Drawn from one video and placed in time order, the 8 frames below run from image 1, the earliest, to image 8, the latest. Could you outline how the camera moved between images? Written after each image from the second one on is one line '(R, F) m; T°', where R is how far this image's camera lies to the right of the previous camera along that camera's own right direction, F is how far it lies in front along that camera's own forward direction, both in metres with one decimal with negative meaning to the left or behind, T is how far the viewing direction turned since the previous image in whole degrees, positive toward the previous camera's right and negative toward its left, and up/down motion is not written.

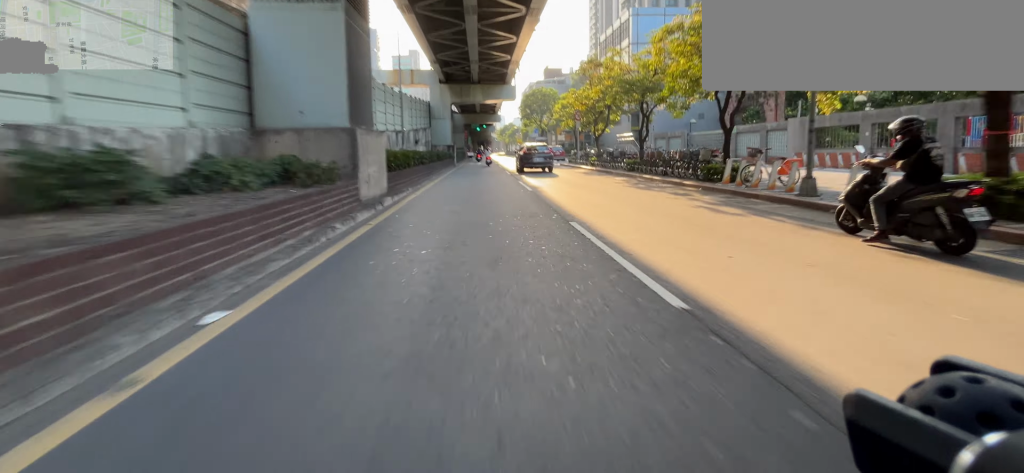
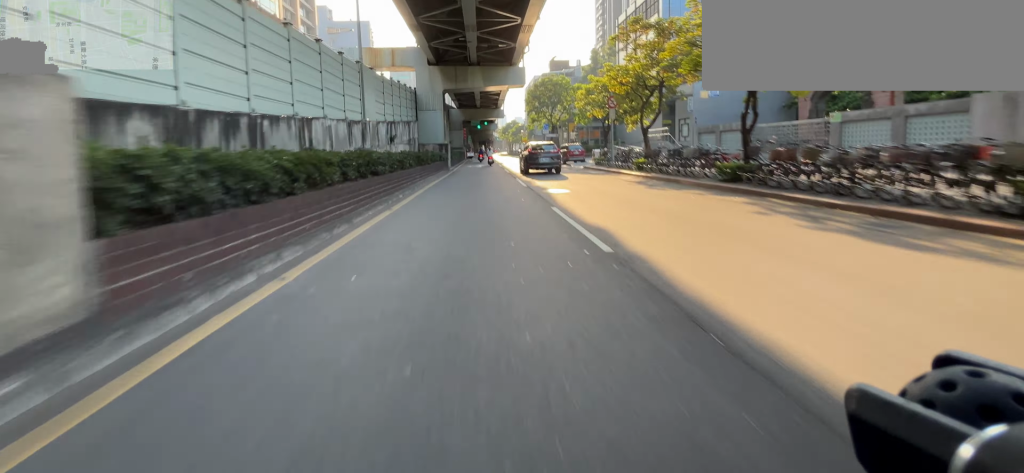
(0.0, +7.7) m; 0°
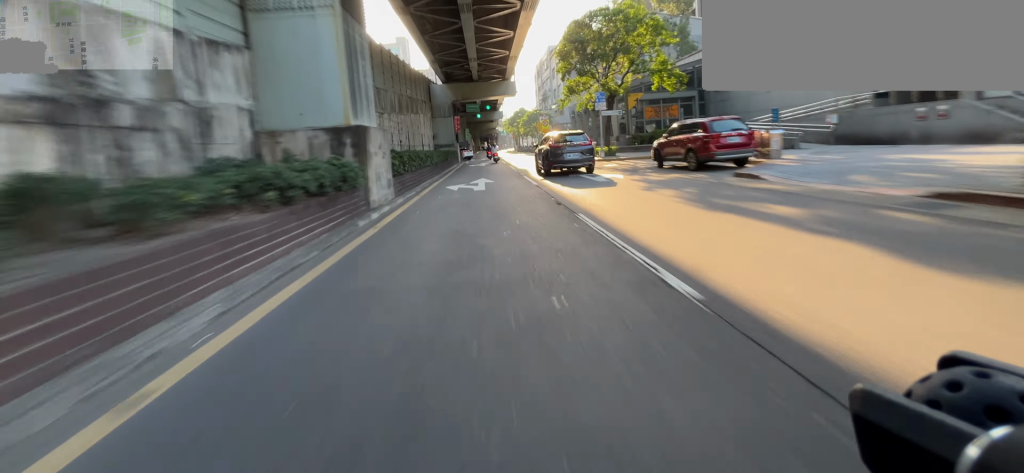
(+0.1, +22.0) m; +1°
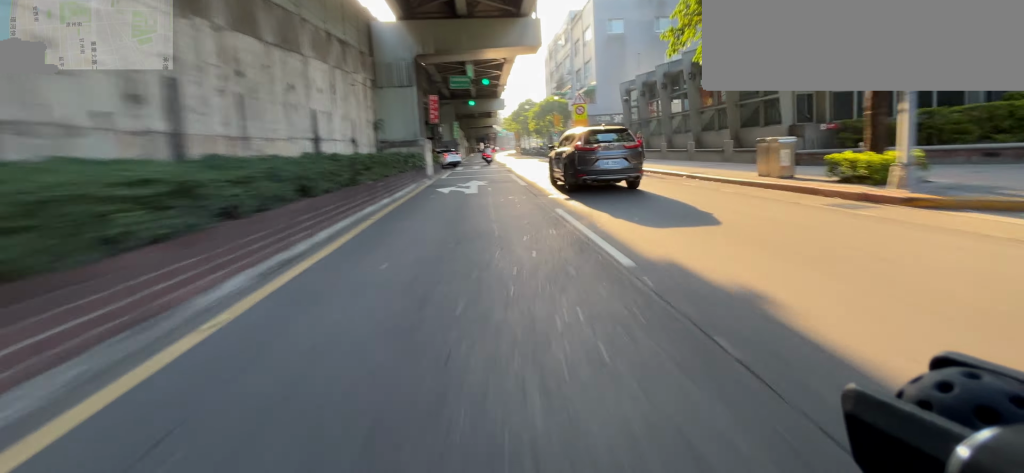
(+0.2, +22.2) m; 0°
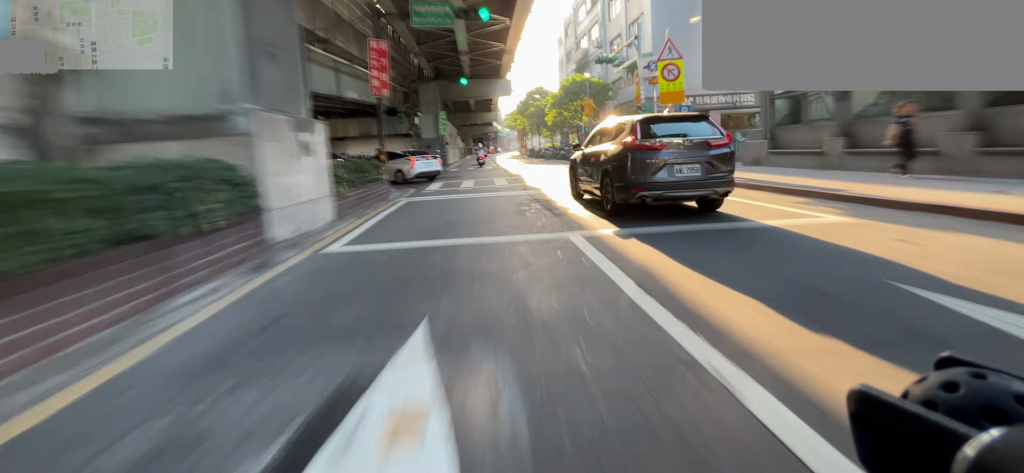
(0.0, +16.5) m; 0°
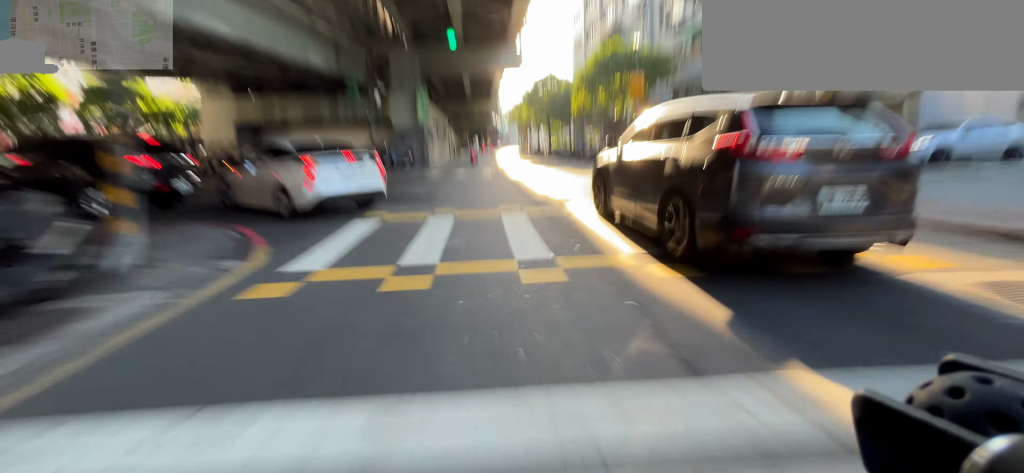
(0.0, +11.5) m; 0°
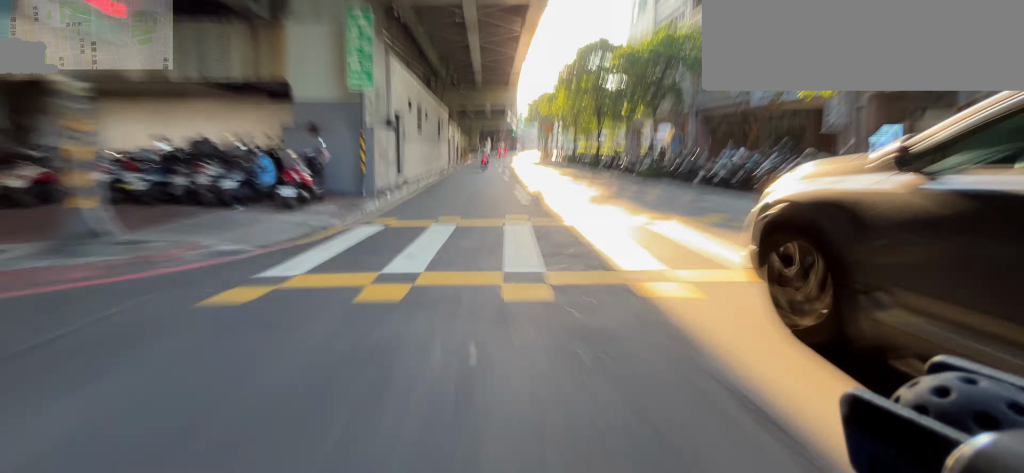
(0.0, +16.0) m; 0°
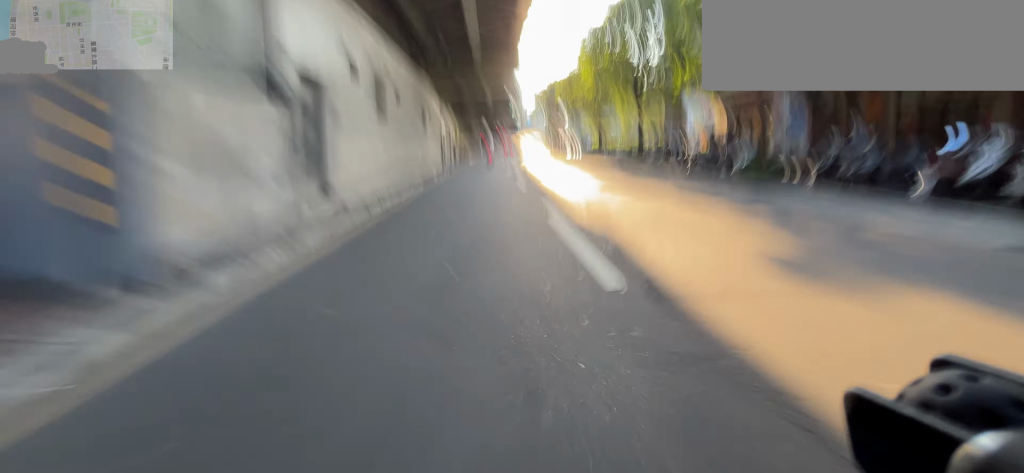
(0.0, +7.8) m; 0°
